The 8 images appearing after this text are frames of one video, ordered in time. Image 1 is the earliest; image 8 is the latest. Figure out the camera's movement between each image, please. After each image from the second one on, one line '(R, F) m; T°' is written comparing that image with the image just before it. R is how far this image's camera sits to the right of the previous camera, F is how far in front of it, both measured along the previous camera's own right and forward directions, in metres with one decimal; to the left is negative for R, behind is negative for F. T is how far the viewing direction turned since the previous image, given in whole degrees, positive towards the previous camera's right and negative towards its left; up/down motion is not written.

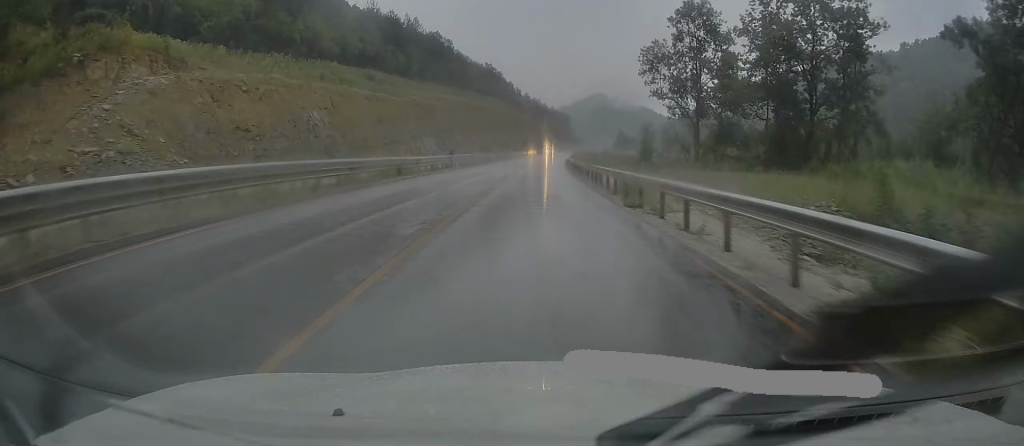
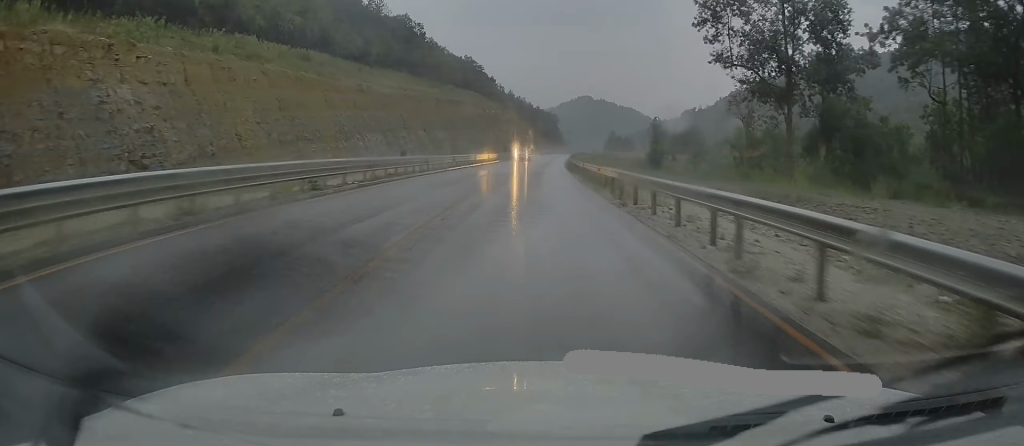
(+0.5, +33.1) m; +1°
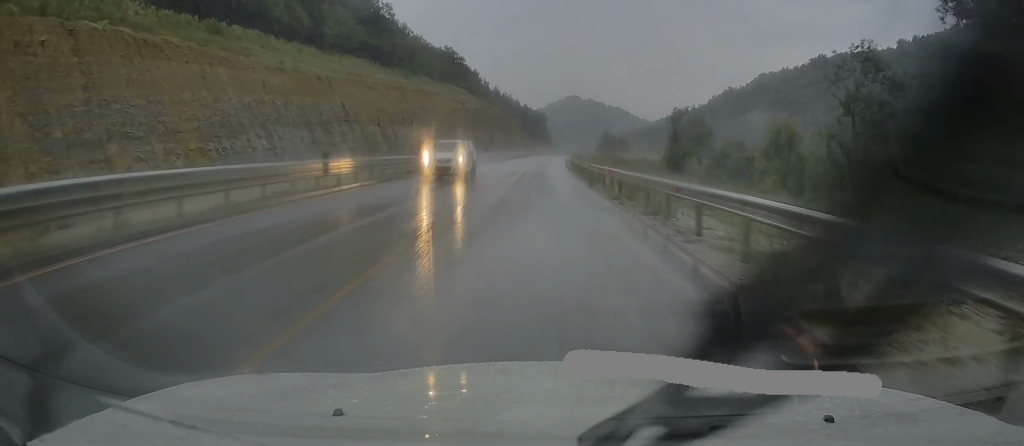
(+0.1, +28.5) m; +1°
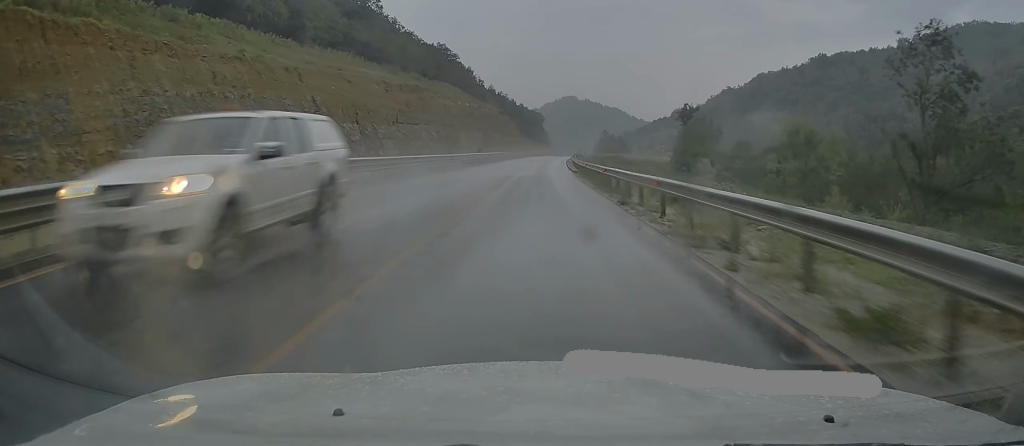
(+0.1, +10.0) m; +1°
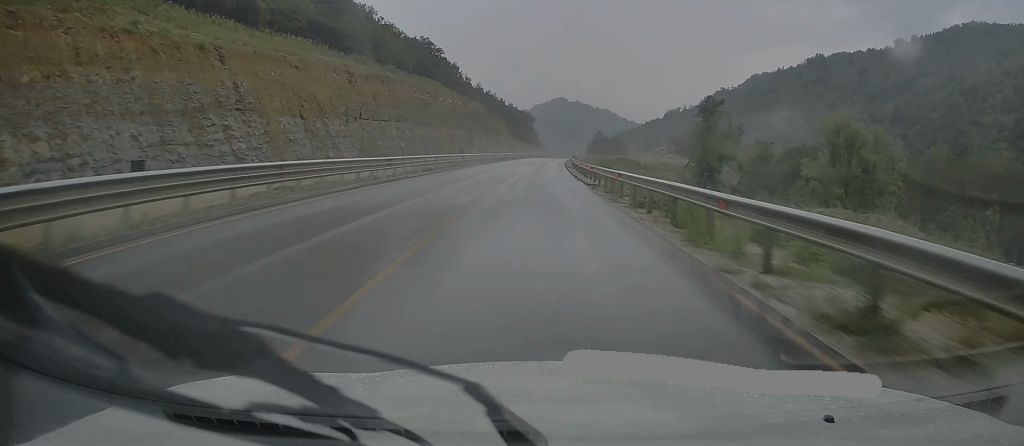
(+0.2, +17.7) m; +1°
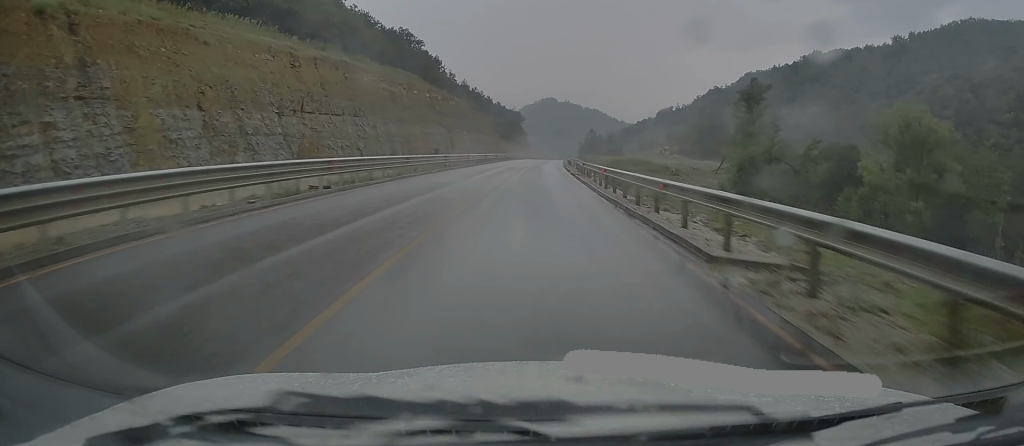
(+0.1, +20.0) m; +1°
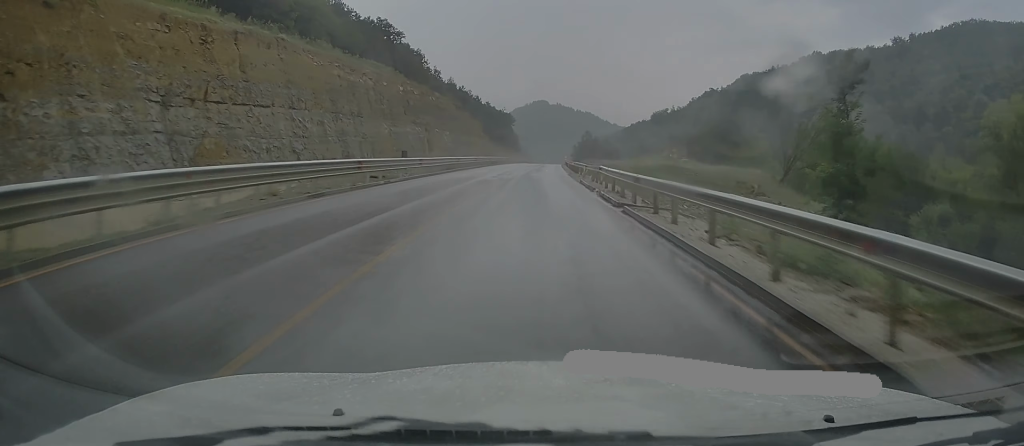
(+0.1, +20.7) m; +1°
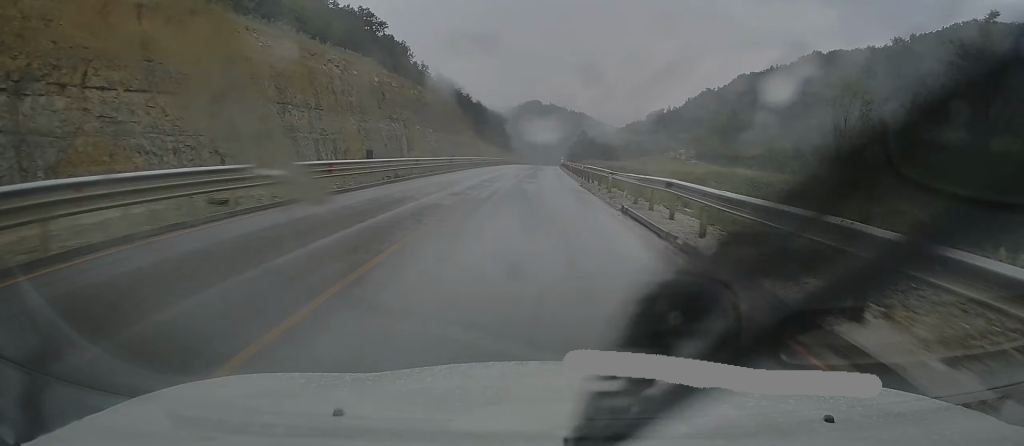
(+0.1, +15.3) m; +1°
